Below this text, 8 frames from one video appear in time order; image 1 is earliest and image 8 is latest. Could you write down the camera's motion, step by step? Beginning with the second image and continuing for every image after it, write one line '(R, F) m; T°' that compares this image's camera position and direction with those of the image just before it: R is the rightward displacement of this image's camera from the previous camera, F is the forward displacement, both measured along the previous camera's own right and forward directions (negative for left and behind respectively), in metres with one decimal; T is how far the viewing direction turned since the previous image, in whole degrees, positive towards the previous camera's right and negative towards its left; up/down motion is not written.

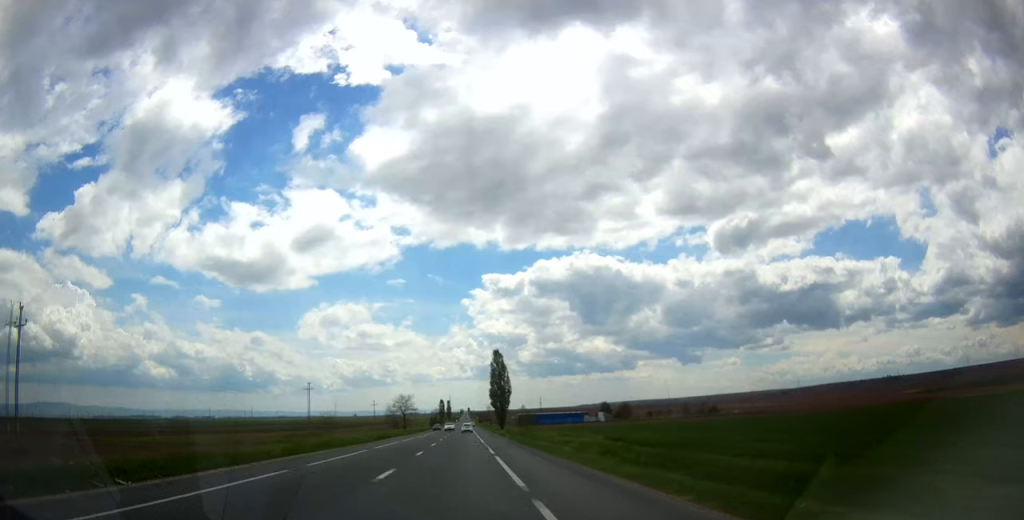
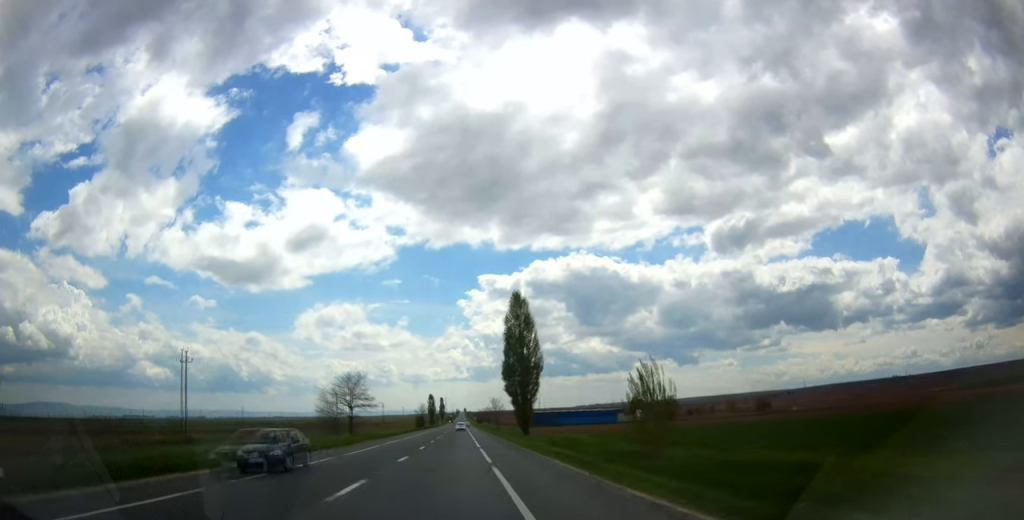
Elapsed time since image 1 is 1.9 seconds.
(+0.4, +50.4) m; +1°
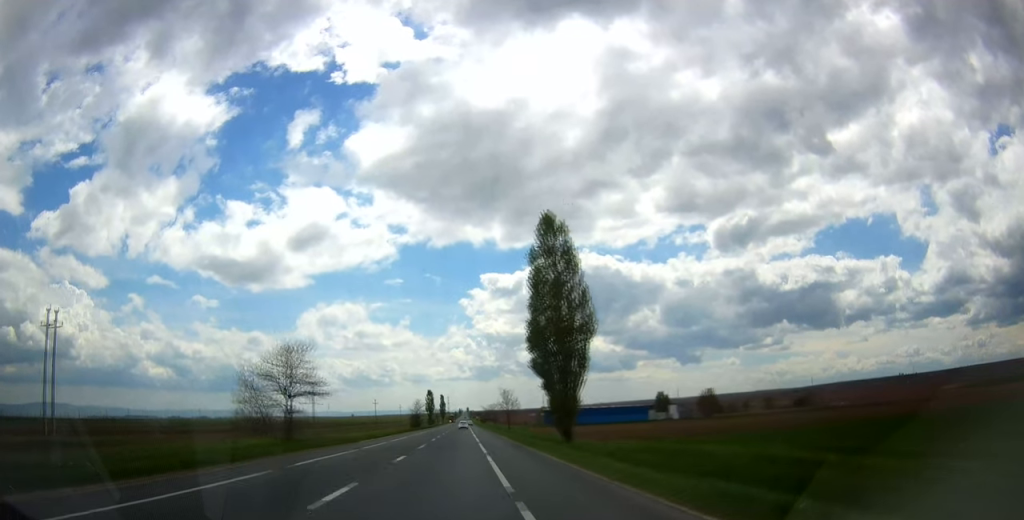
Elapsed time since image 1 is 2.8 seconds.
(0.0, +24.2) m; 0°
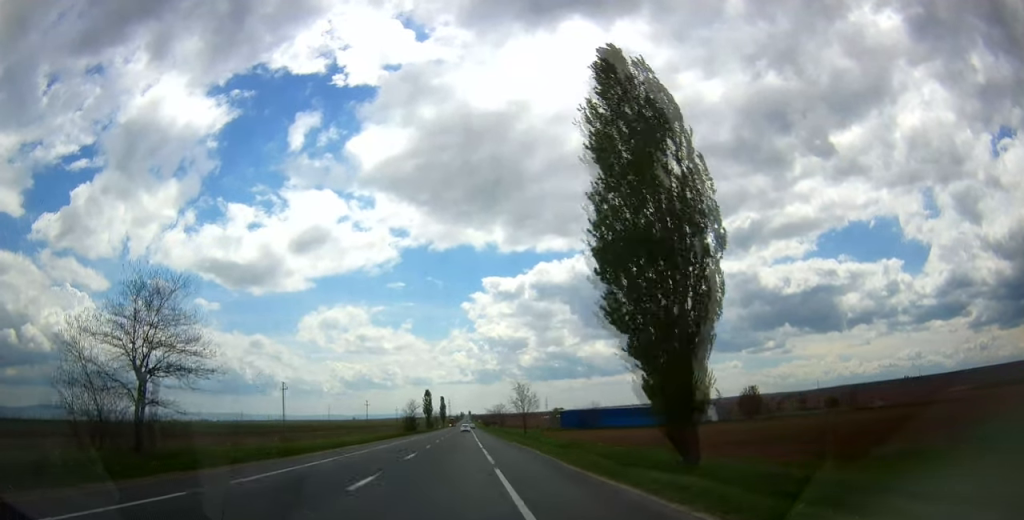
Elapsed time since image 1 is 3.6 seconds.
(-0.2, +20.0) m; 0°
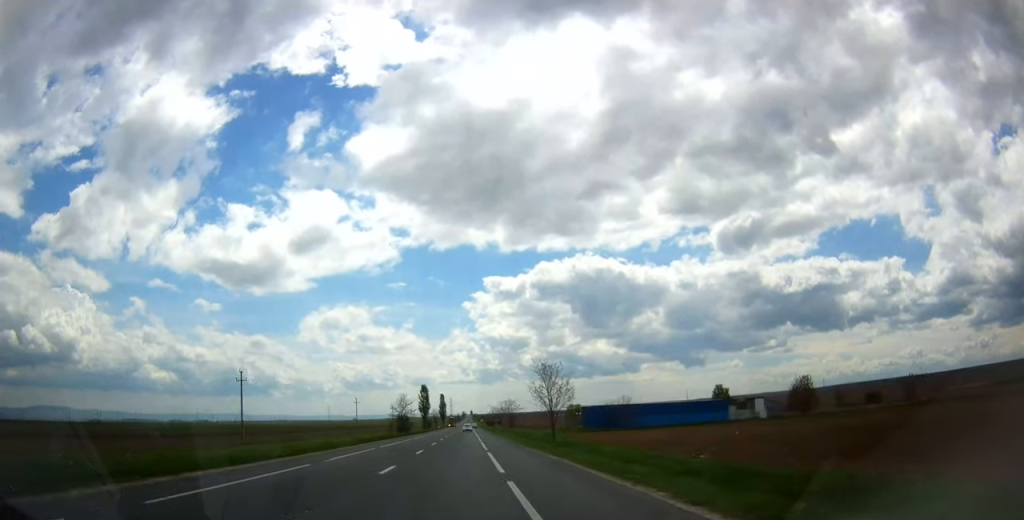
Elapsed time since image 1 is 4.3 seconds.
(+0.2, +19.1) m; 0°
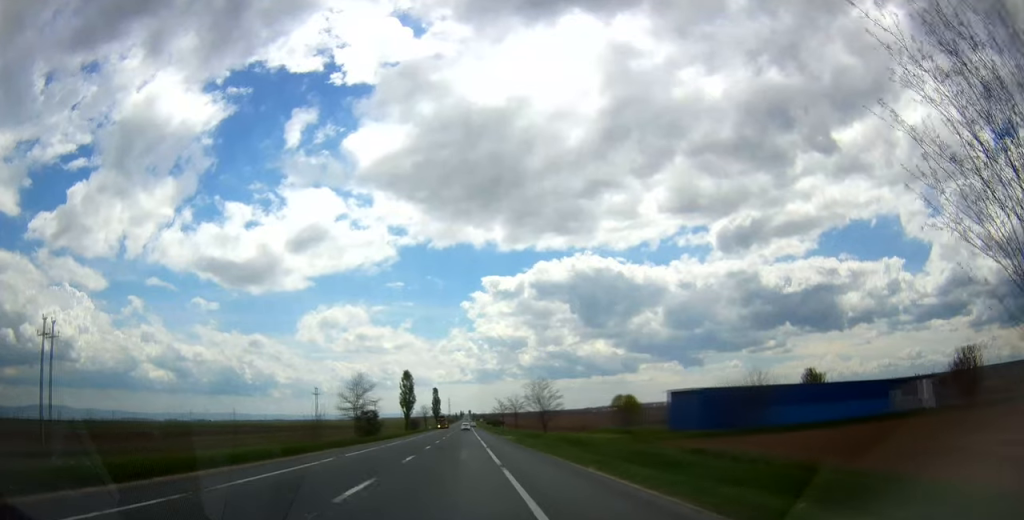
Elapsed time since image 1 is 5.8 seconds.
(-0.3, +40.3) m; -1°
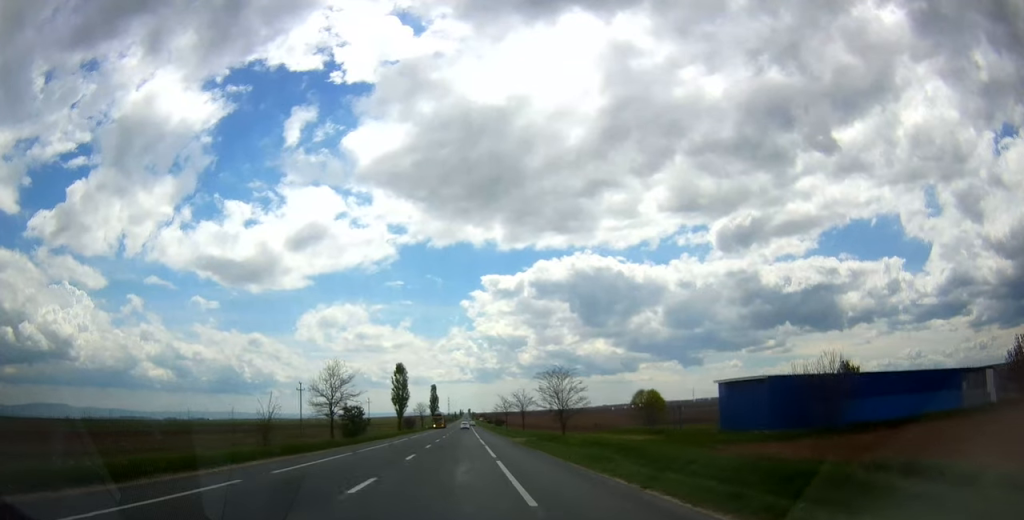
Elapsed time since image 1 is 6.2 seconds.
(0.0, +11.0) m; 0°
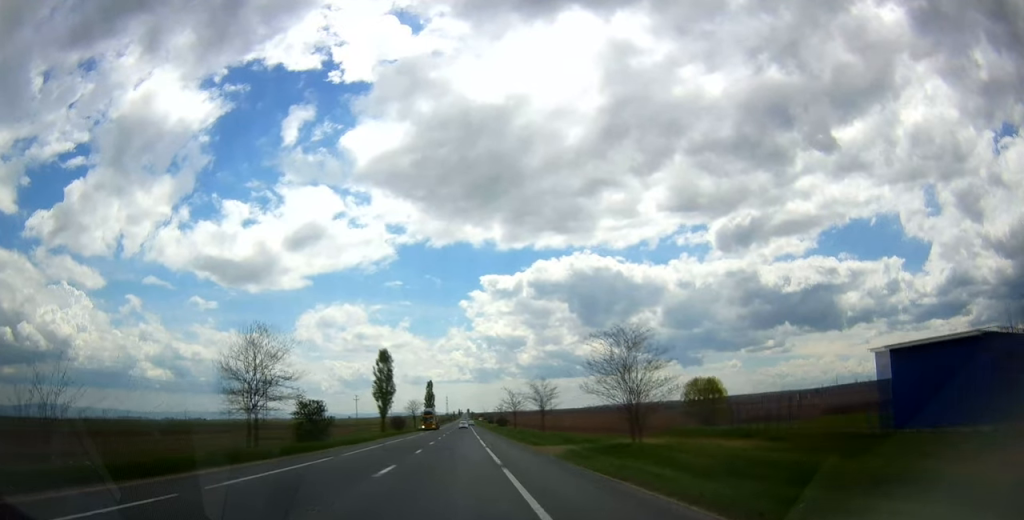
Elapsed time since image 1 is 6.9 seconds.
(-0.1, +18.9) m; 0°
